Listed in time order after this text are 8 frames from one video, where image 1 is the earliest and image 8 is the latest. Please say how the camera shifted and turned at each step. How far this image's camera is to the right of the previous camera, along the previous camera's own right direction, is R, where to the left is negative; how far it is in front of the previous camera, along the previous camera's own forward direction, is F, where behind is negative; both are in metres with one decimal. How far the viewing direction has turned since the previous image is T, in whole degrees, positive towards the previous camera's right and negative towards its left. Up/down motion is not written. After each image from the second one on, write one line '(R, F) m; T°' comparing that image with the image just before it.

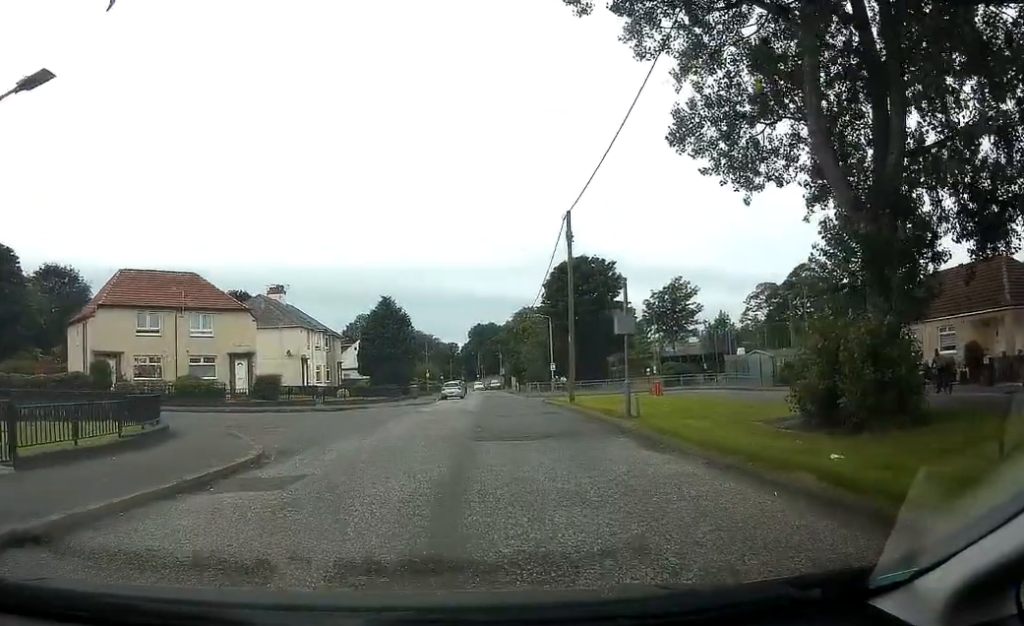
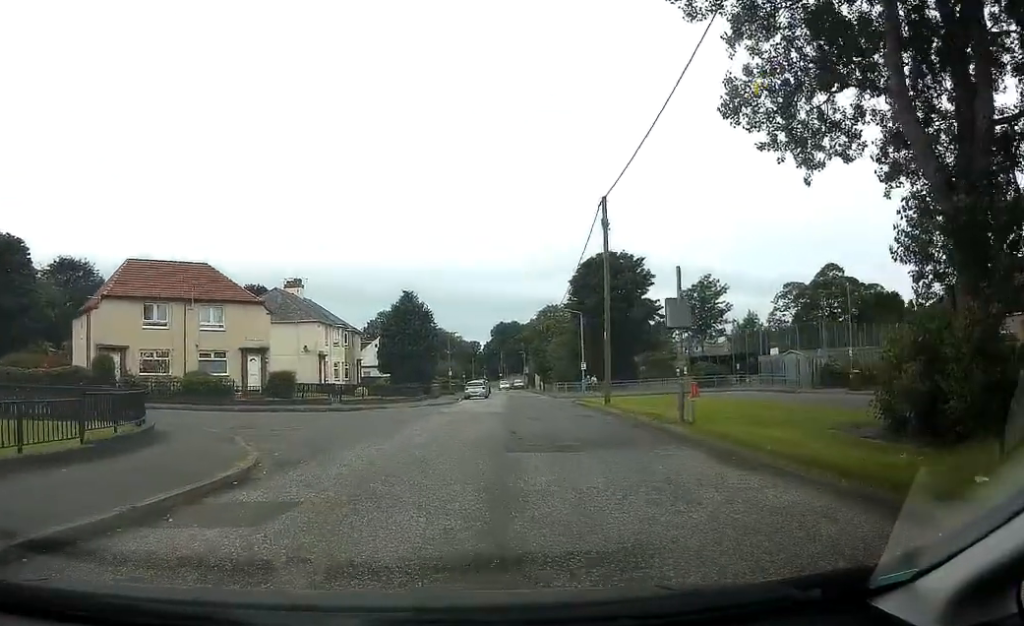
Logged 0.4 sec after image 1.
(0.0, +2.6) m; 0°
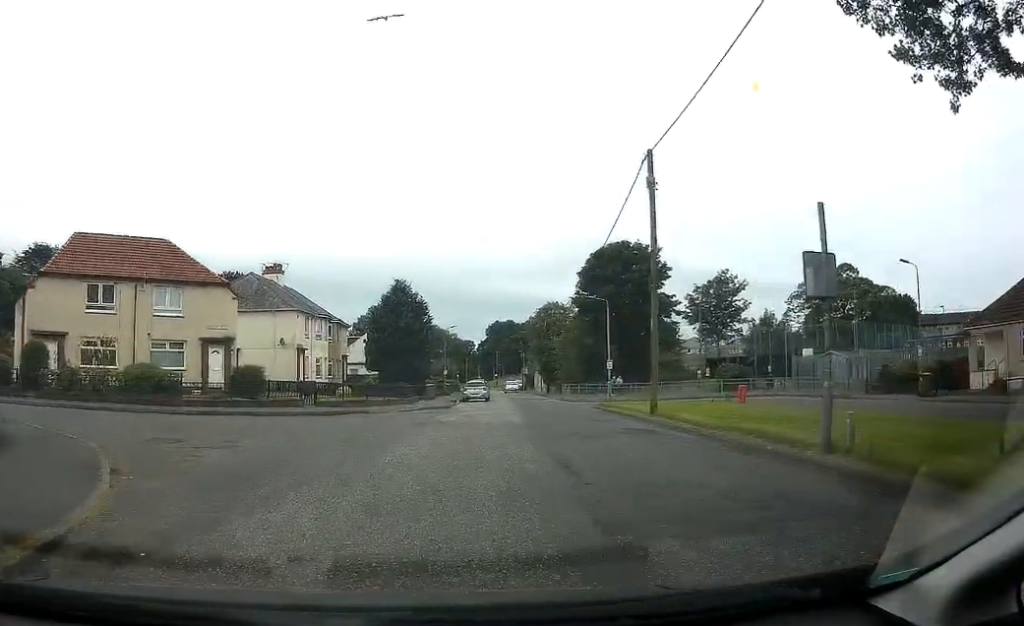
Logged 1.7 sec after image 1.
(0.0, +7.2) m; 0°
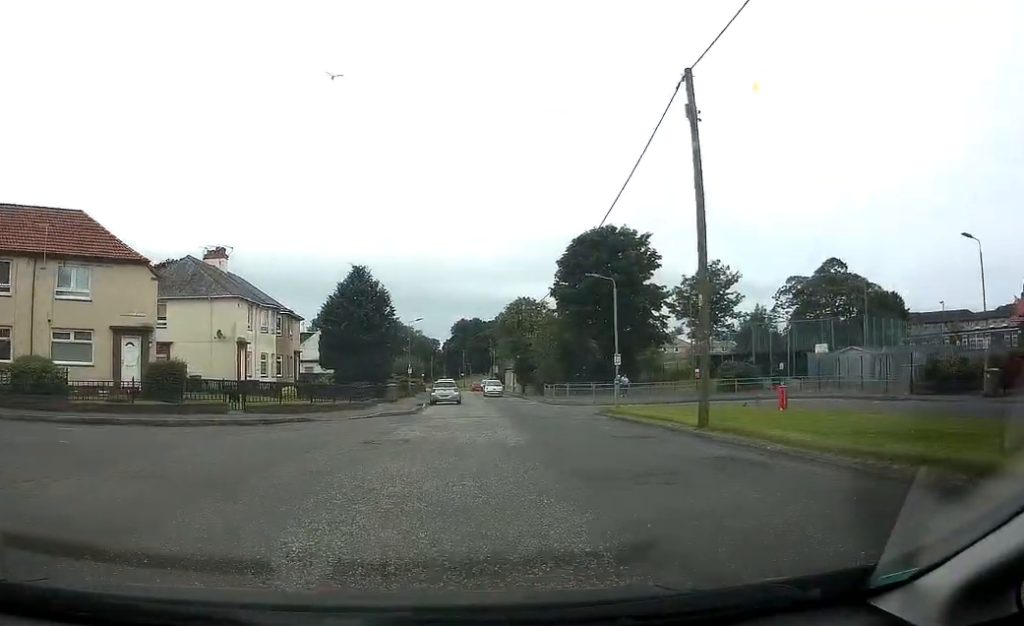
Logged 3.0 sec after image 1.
(0.0, +7.4) m; 0°
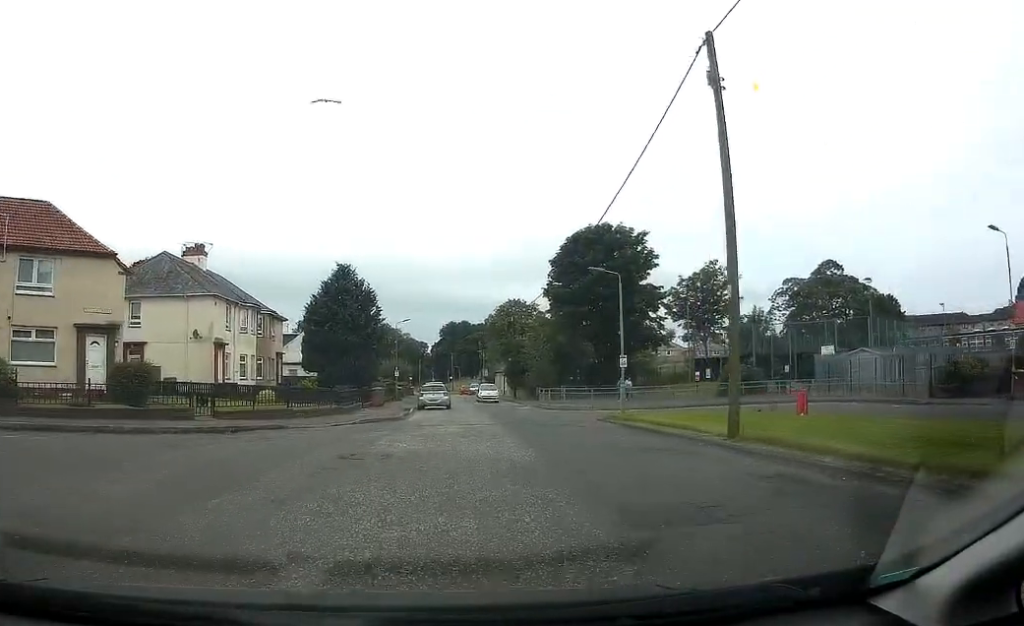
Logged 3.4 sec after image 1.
(0.0, +2.6) m; -1°
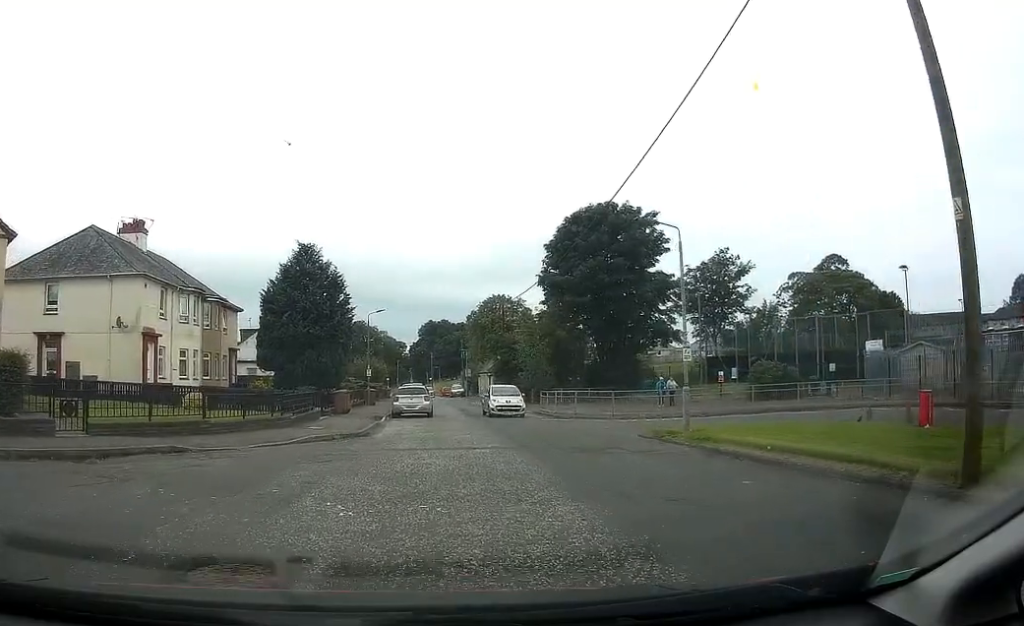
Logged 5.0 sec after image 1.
(-0.5, +8.3) m; 0°
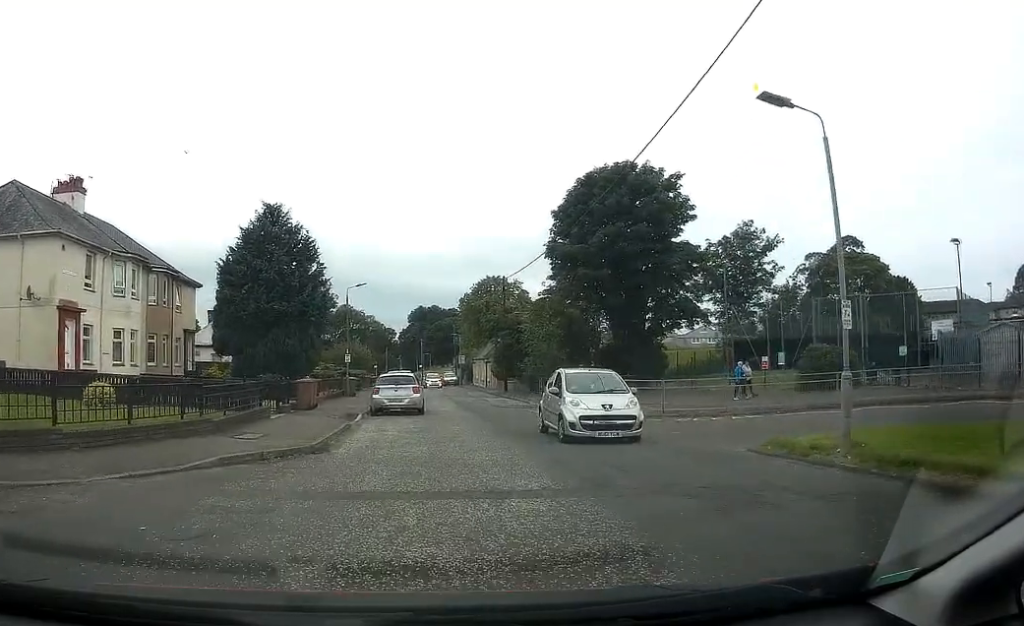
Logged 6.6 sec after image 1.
(+0.8, +7.6) m; +7°
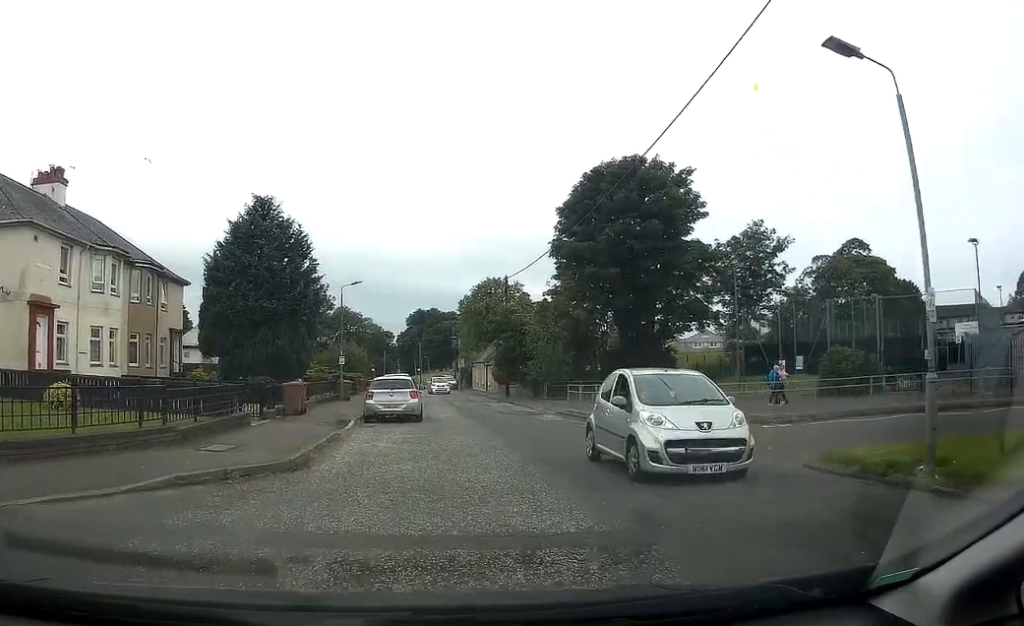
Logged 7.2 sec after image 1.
(-0.2, +2.3) m; +1°
